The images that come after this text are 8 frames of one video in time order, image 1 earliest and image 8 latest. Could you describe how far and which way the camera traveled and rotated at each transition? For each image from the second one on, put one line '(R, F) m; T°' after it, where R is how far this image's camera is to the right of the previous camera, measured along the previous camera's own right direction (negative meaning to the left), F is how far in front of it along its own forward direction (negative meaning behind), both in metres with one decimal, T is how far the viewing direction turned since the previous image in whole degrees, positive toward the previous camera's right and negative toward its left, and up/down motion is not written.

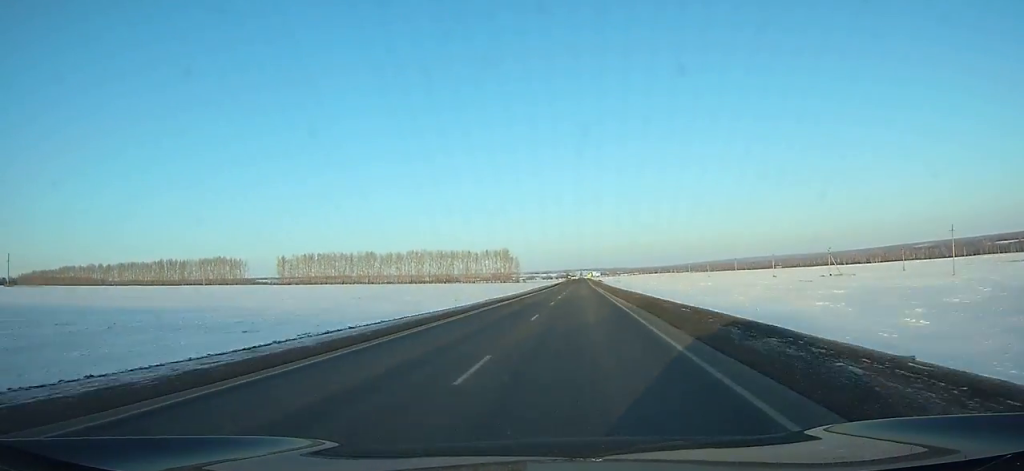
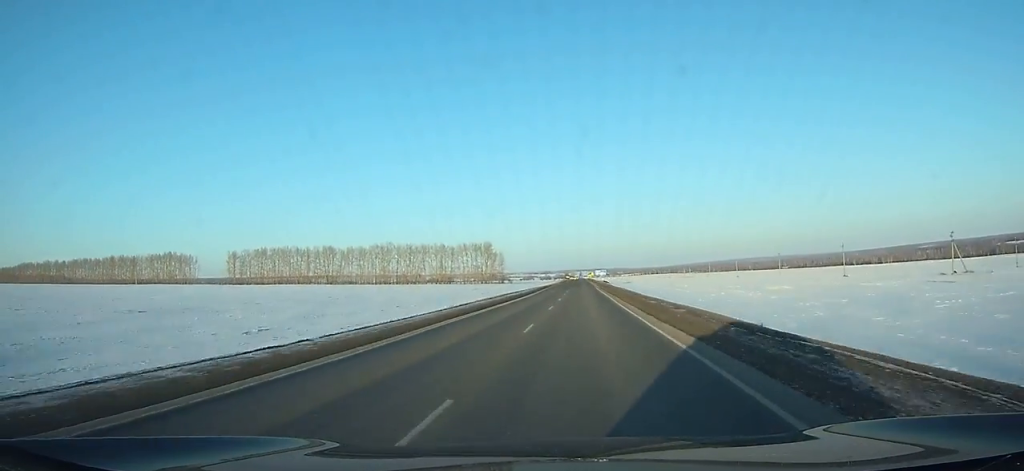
(+0.1, +62.9) m; 0°
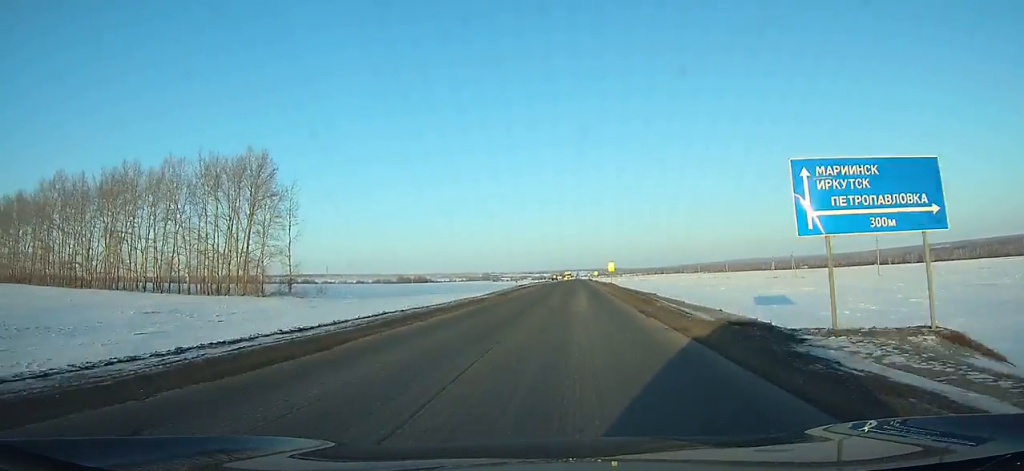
(-0.5, +197.3) m; 0°
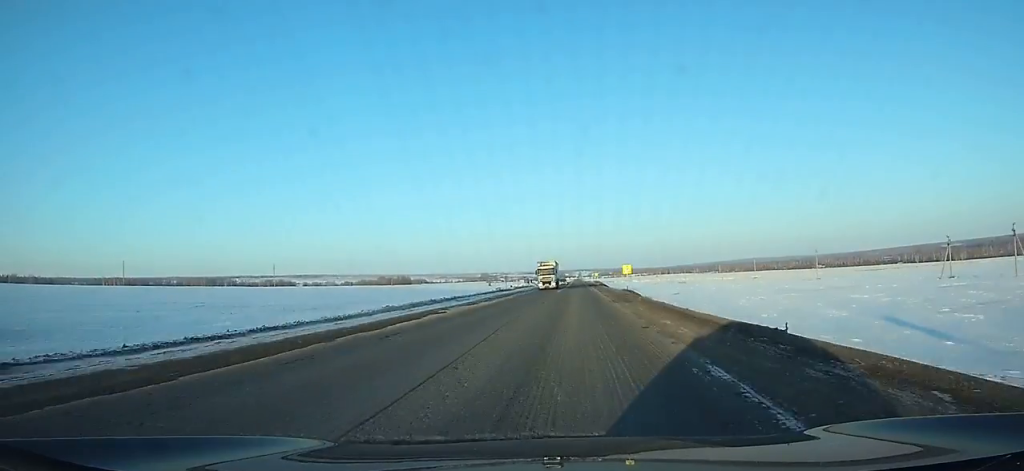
(+0.1, +109.4) m; 0°
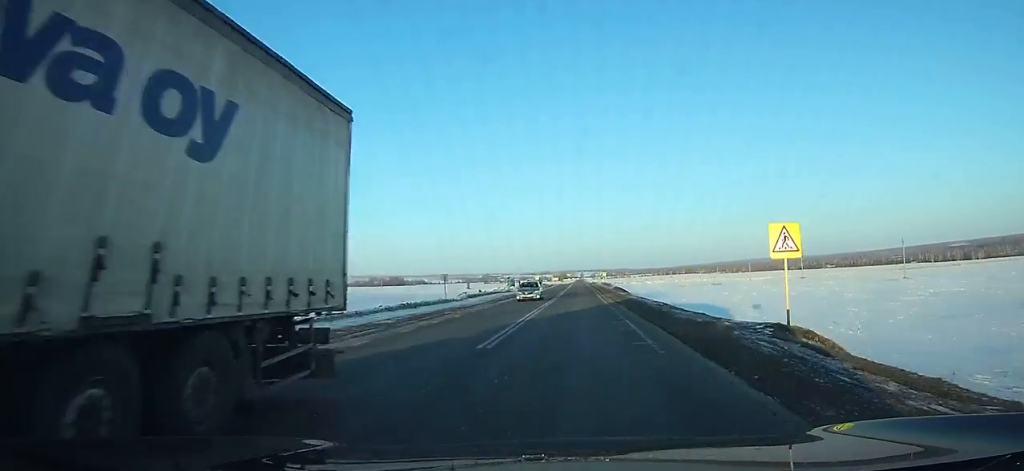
(-0.2, +52.2) m; 0°
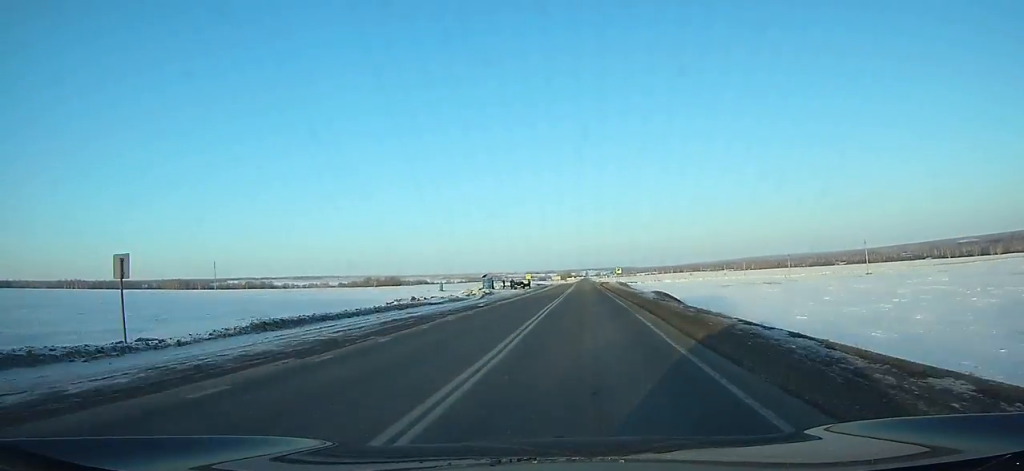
(-0.1, +43.7) m; 0°
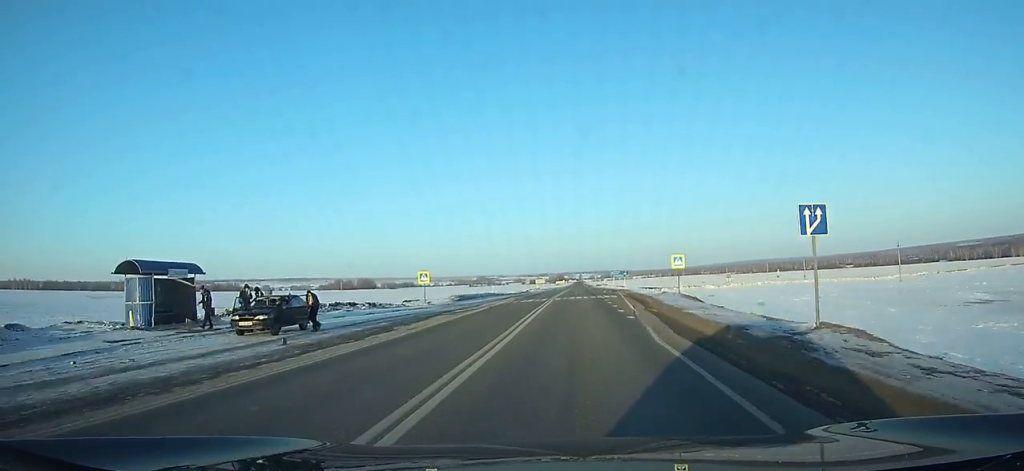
(-0.1, +80.9) m; 0°
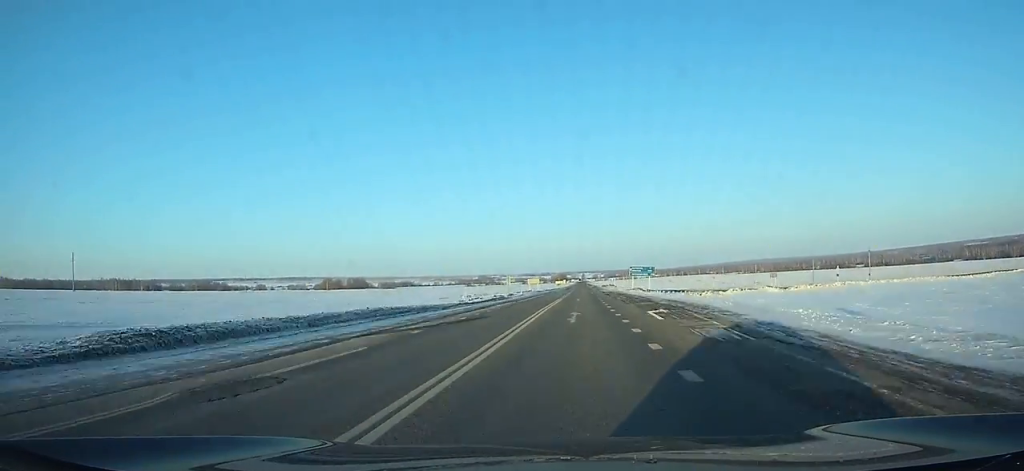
(+0.4, +42.7) m; 0°
